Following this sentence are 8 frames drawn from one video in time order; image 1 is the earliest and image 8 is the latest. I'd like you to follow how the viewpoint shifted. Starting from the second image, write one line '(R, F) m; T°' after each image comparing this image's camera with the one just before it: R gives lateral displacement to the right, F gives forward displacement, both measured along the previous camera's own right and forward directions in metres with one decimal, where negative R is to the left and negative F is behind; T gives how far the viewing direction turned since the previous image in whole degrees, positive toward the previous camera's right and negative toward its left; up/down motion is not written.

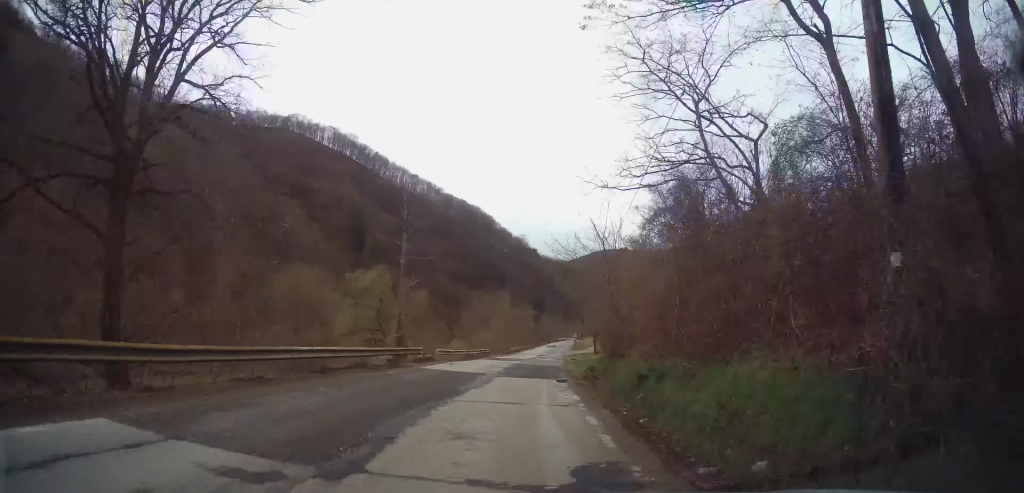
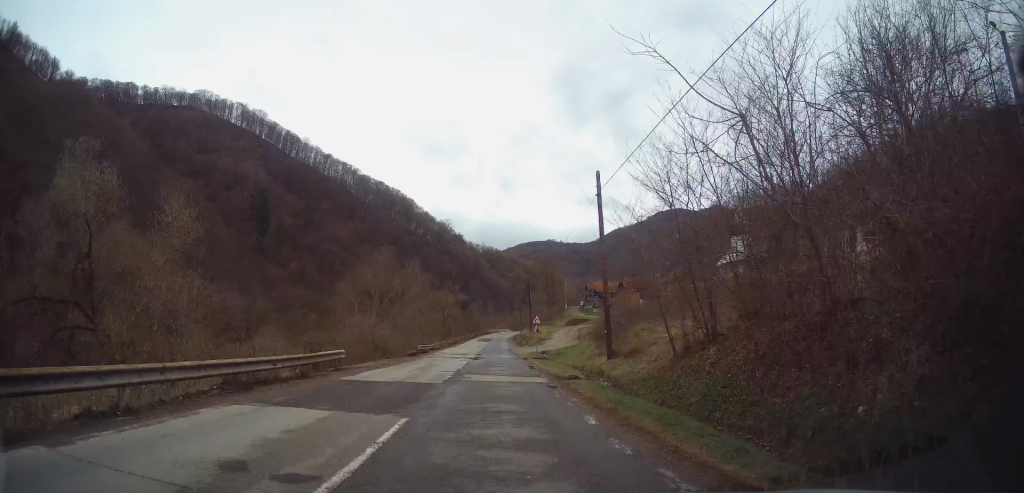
(+2.4, +31.1) m; +8°
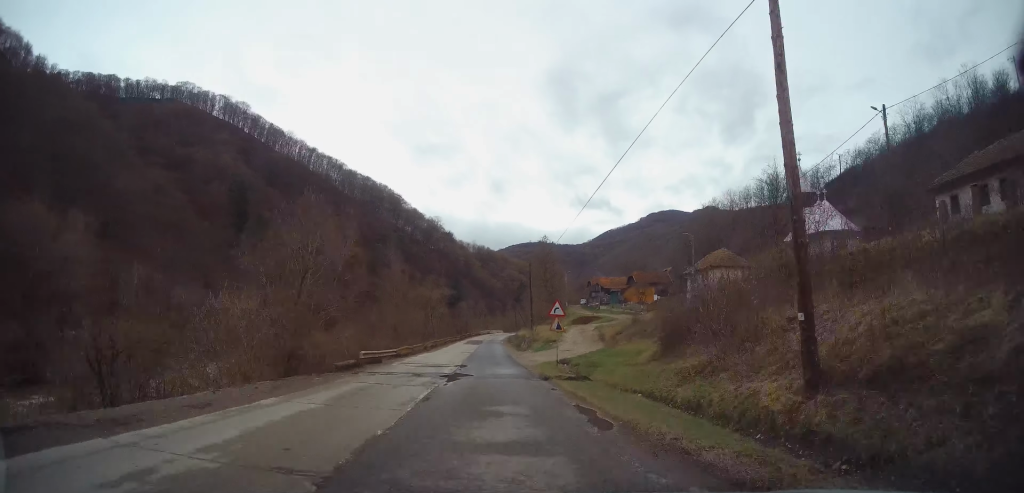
(+0.5, +15.0) m; +2°
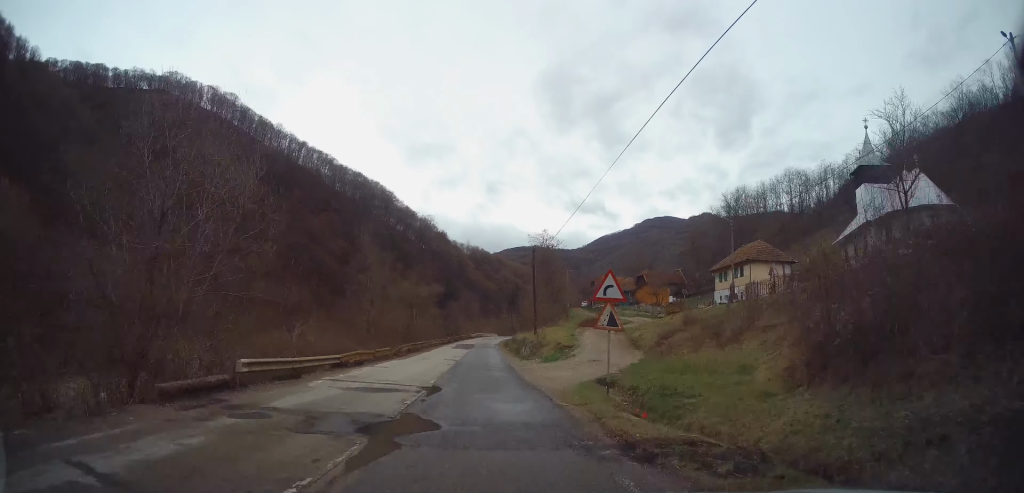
(+0.2, +11.0) m; 0°
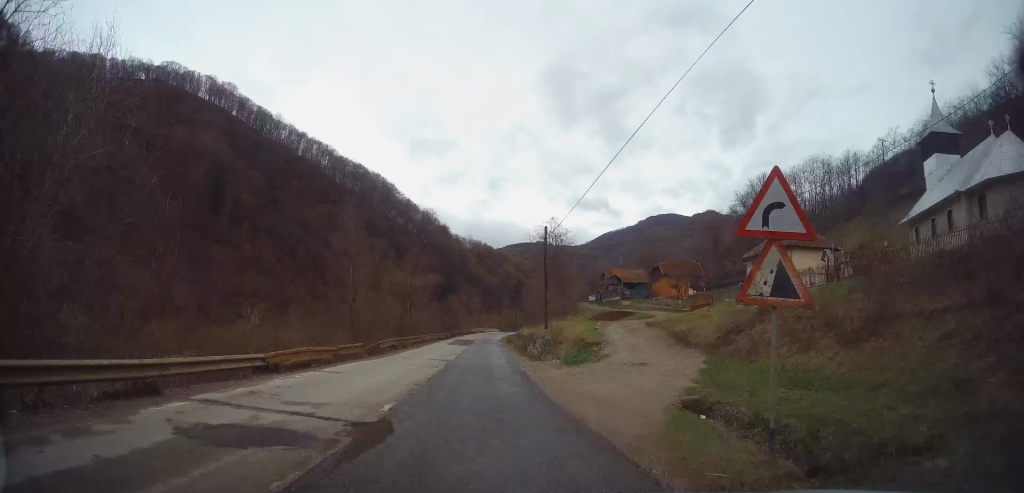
(-0.1, +7.5) m; 0°
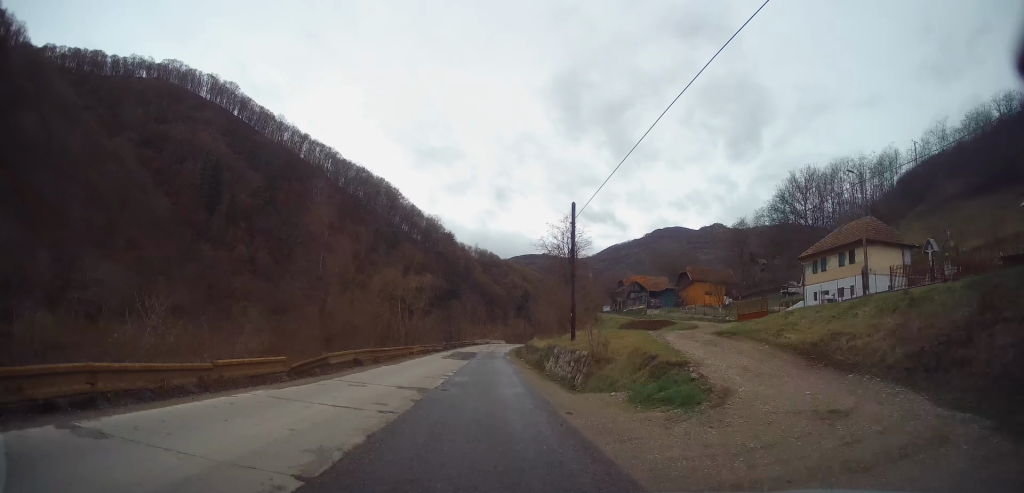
(-0.1, +10.0) m; 0°
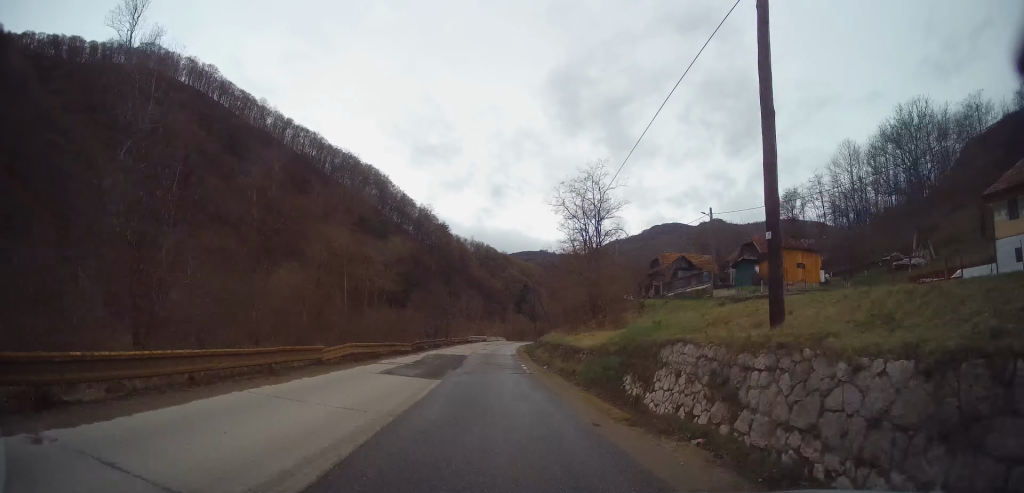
(0.0, +20.9) m; 0°
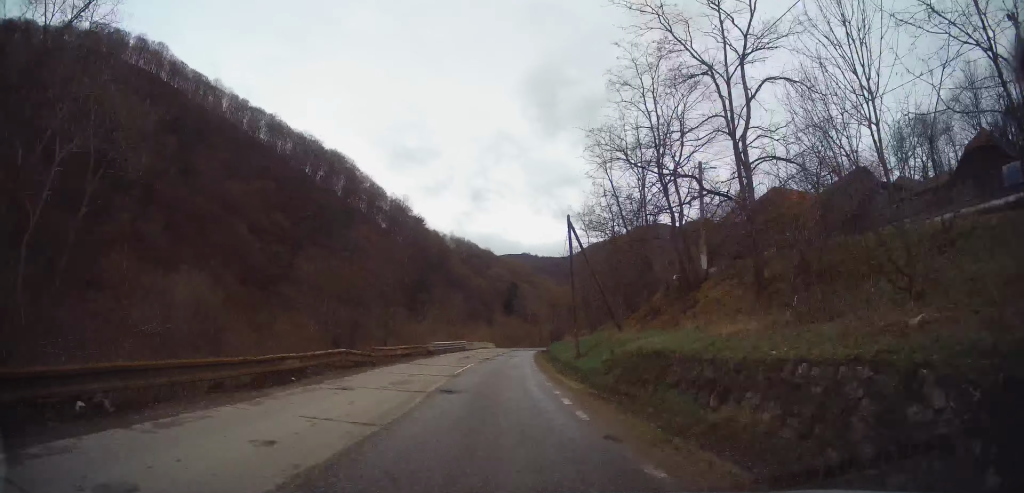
(0.0, +34.2) m; +1°
